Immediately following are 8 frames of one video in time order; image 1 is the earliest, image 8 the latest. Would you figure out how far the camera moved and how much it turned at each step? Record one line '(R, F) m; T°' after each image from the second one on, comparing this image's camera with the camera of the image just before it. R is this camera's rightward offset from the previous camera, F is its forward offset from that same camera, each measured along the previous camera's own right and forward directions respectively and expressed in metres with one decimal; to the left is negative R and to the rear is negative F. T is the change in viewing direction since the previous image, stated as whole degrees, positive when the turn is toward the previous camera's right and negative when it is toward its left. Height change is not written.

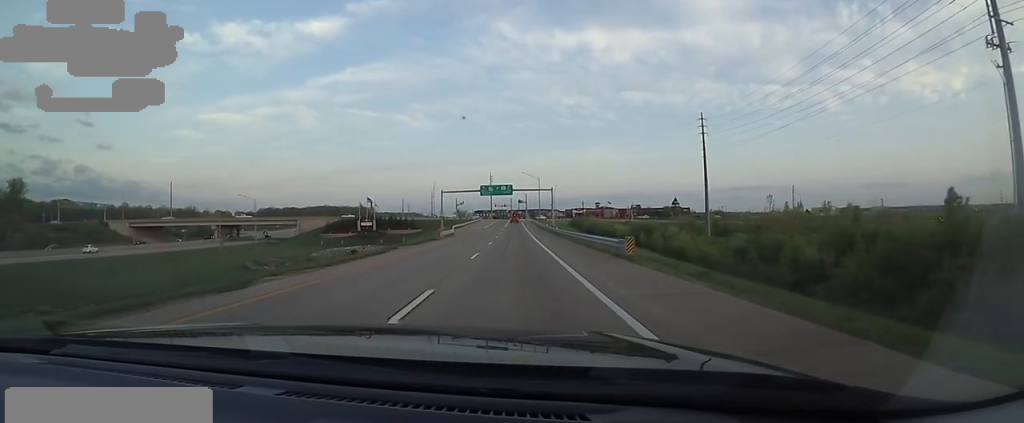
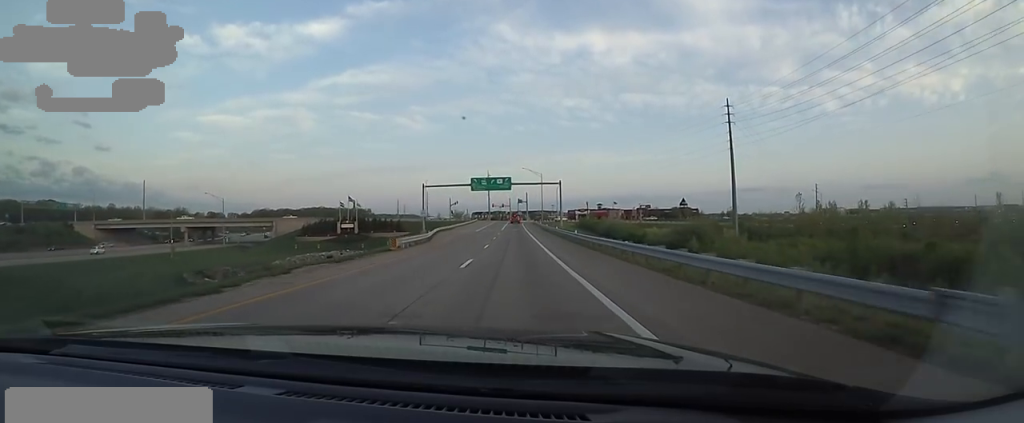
(+1.0, +15.0) m; +2°
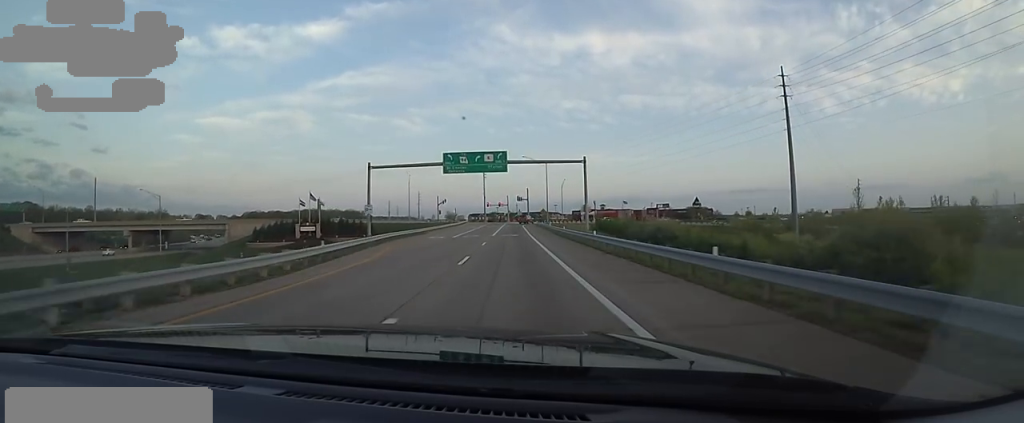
(+0.4, +23.4) m; -1°
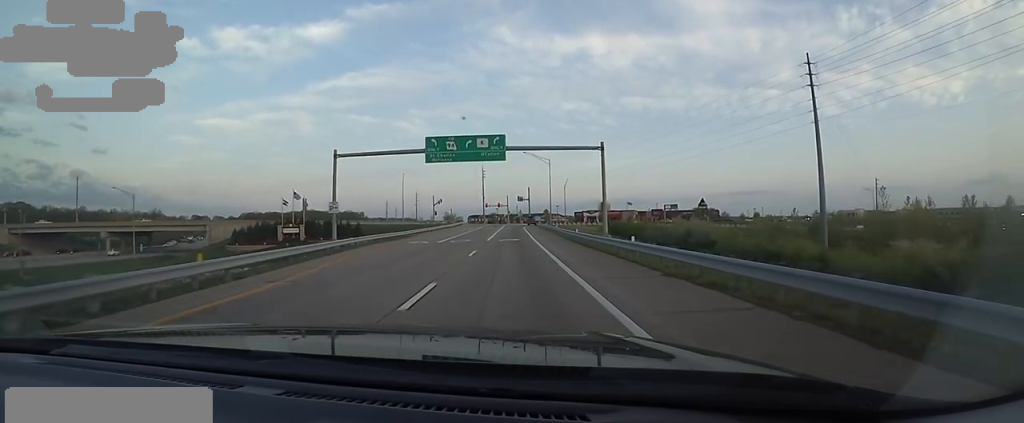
(-0.1, +7.9) m; -1°
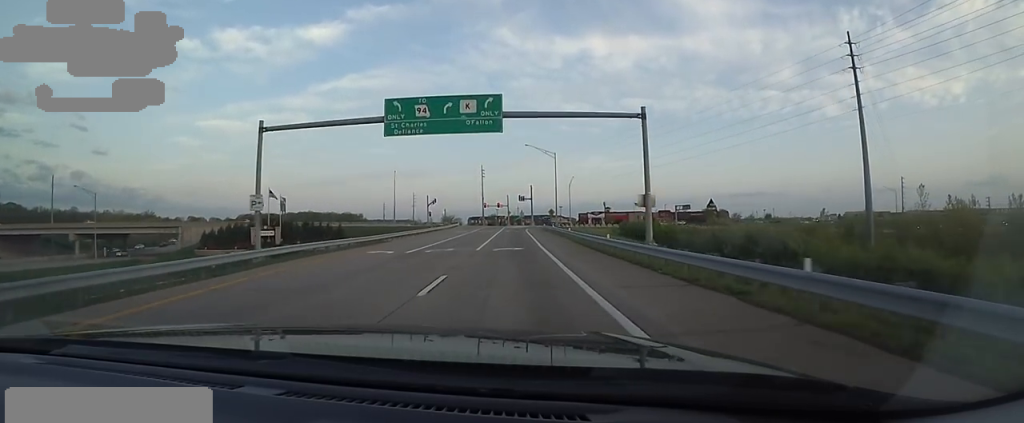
(-0.1, +10.5) m; -2°
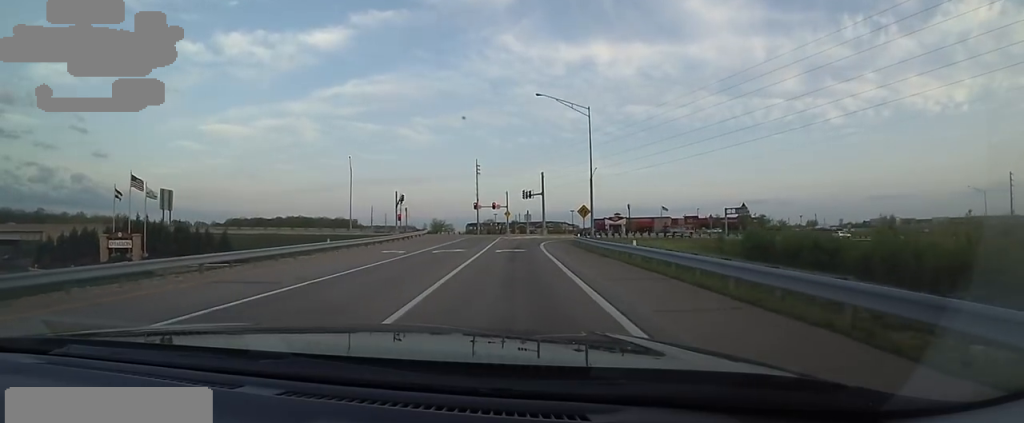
(+0.5, +34.9) m; +5°
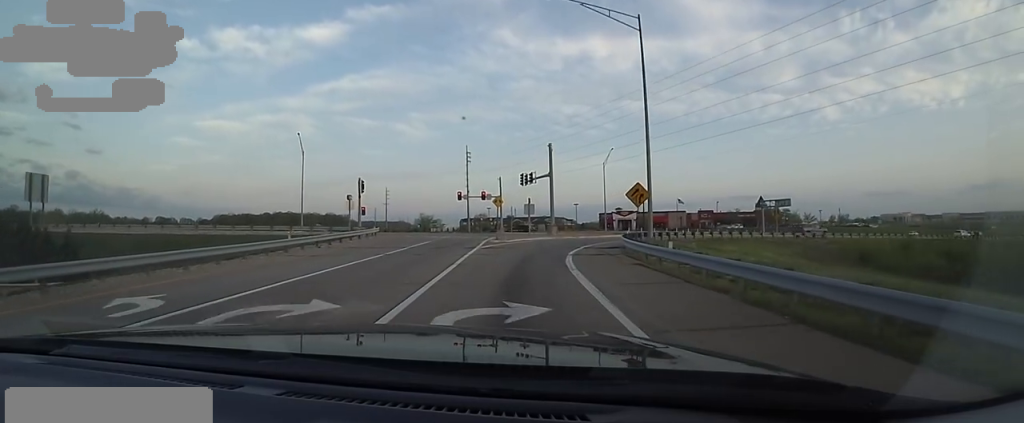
(+0.3, +19.6) m; +1°
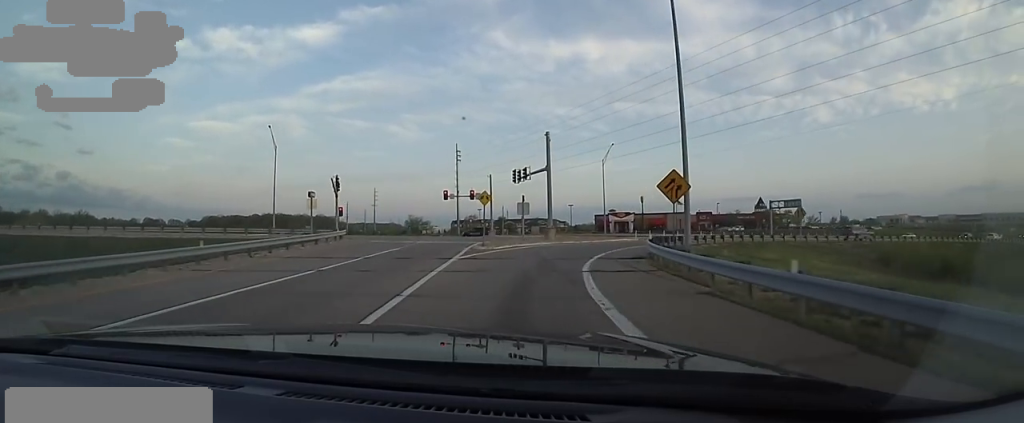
(0.0, +6.2) m; +2°
